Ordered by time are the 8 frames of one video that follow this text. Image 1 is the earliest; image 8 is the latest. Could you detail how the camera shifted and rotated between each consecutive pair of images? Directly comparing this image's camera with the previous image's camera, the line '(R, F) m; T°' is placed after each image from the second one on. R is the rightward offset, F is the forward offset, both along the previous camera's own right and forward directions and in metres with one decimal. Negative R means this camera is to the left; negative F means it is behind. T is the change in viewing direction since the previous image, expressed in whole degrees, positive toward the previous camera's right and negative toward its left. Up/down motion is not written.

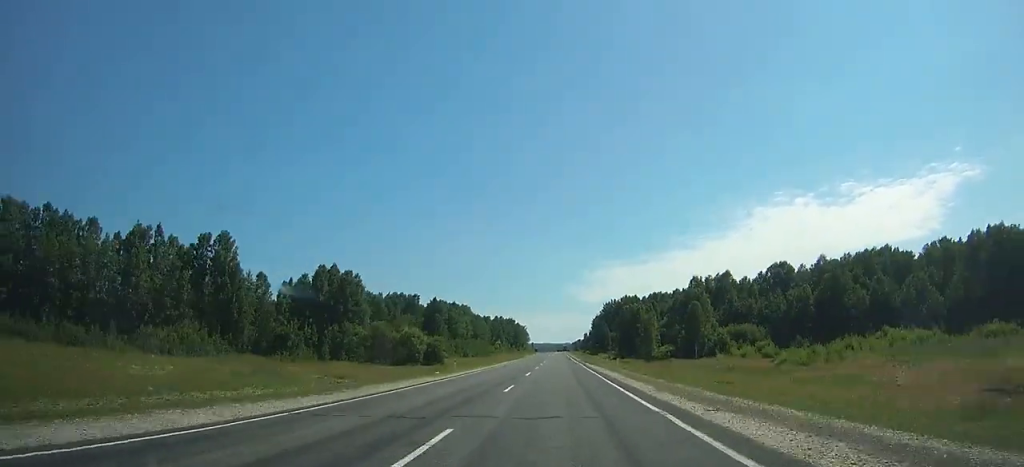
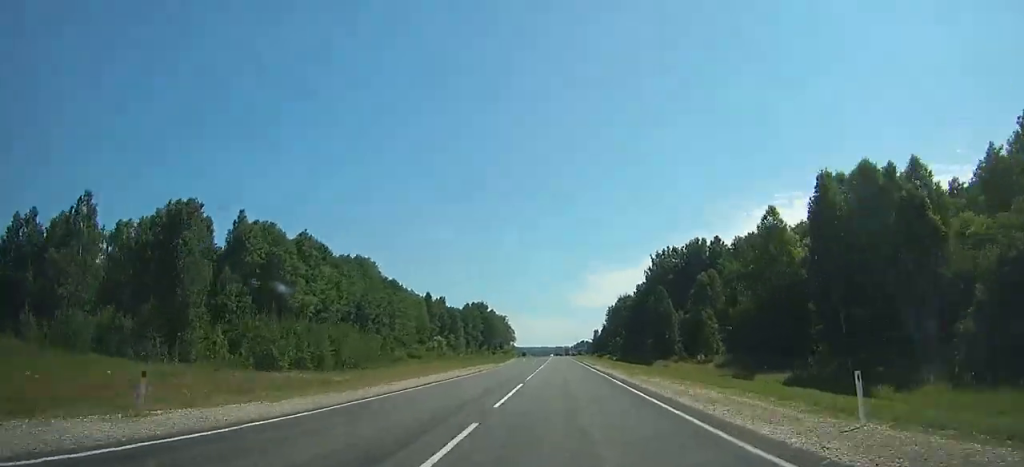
(0.0, +125.8) m; 0°
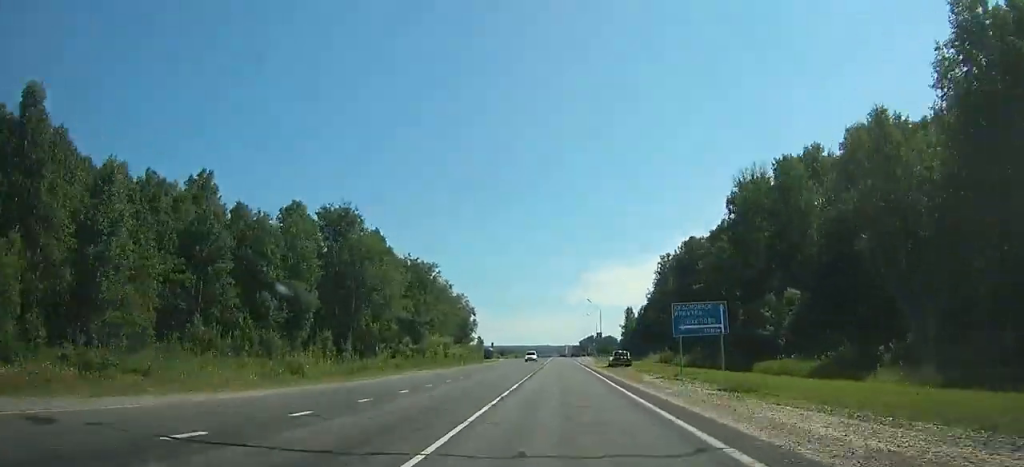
(+4.5, +130.1) m; +1°
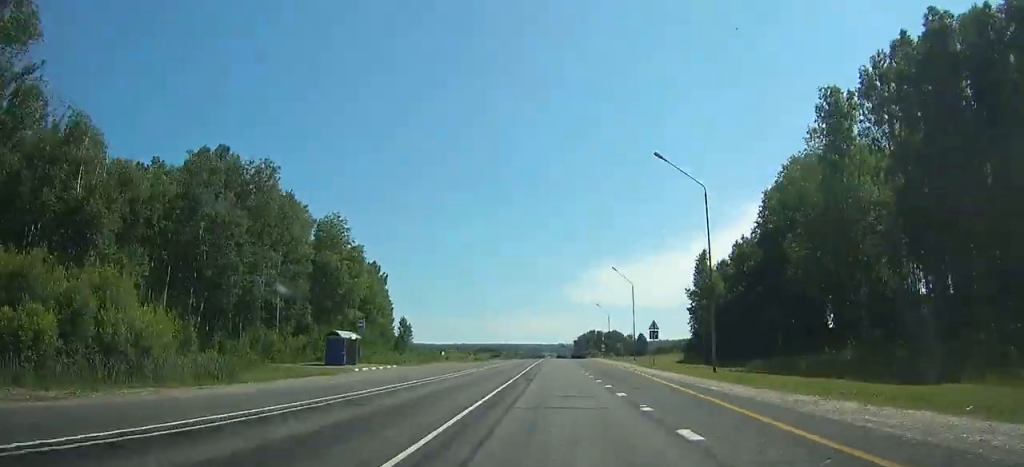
(-2.9, +88.7) m; -2°
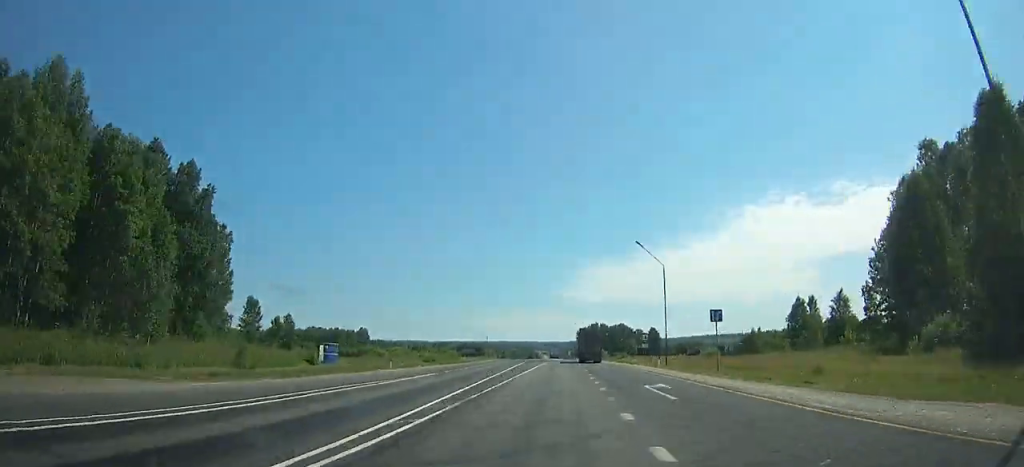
(-1.2, +70.8) m; 0°
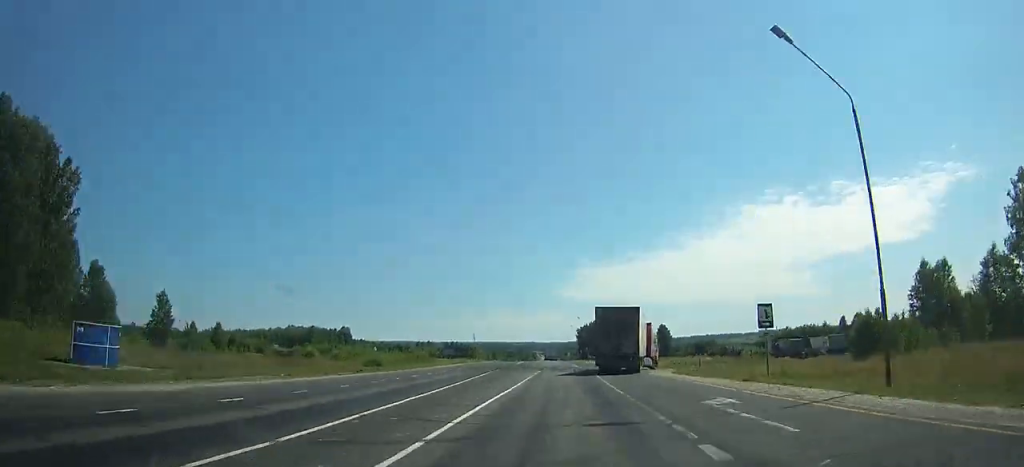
(+0.9, +39.7) m; +1°
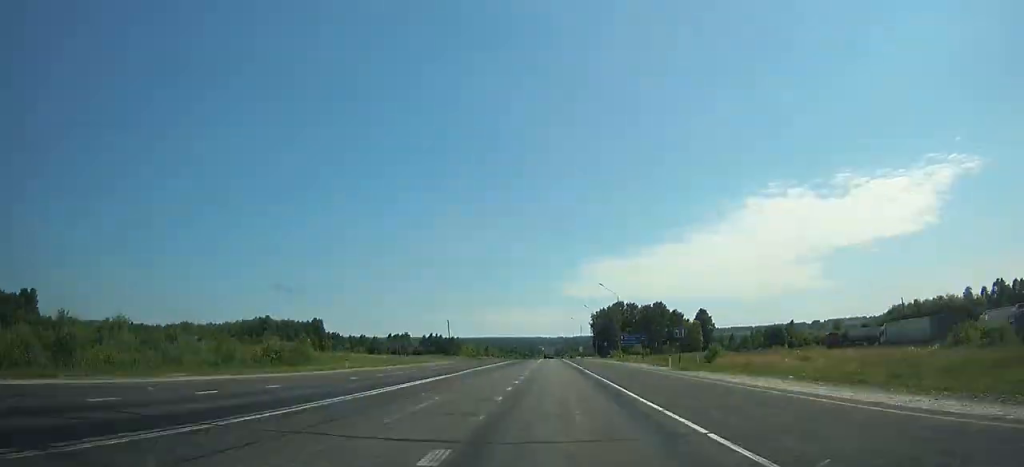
(+0.7, +71.0) m; 0°
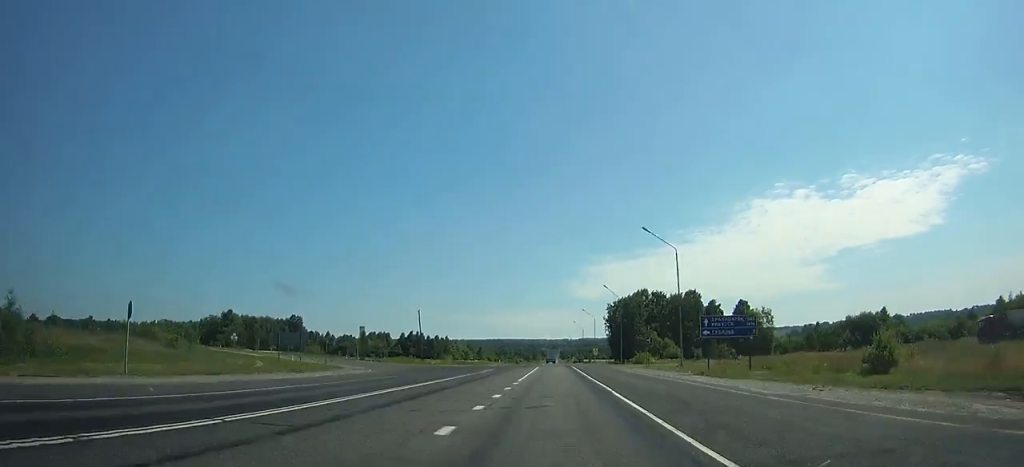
(+0.2, +43.7) m; 0°
